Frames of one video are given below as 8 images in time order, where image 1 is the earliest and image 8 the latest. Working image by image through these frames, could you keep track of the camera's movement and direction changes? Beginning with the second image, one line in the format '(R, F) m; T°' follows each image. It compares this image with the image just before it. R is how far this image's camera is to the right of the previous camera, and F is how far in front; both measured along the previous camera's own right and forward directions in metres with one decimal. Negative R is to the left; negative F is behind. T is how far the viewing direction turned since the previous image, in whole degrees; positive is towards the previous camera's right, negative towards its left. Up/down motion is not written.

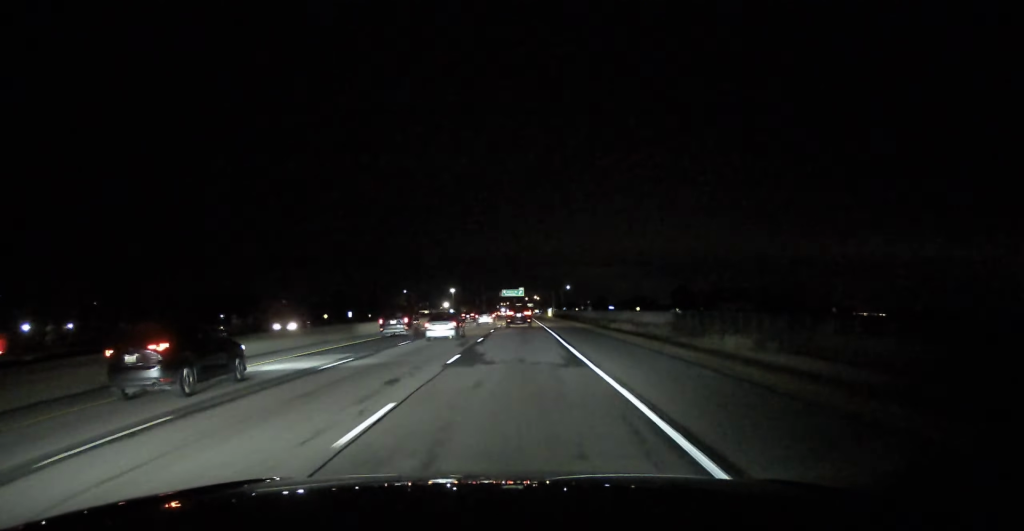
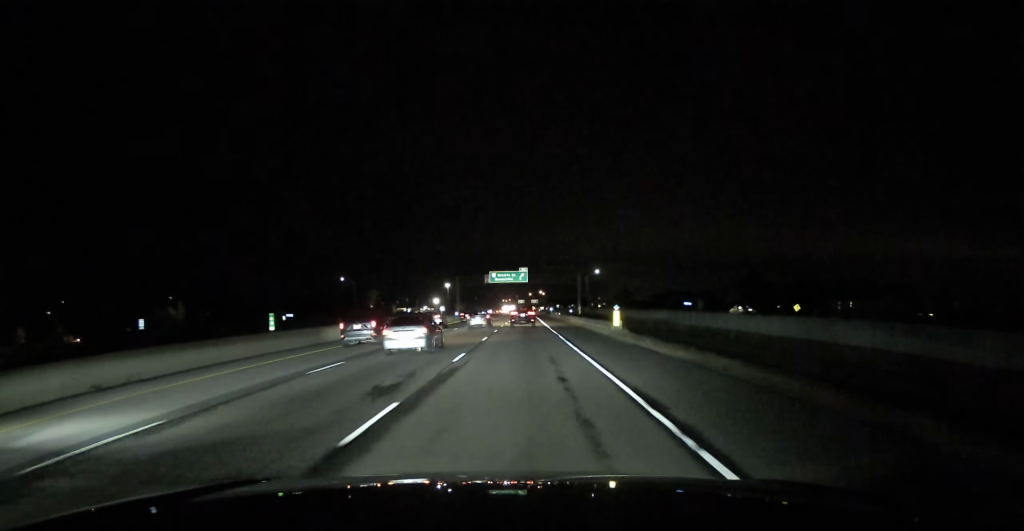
(+0.2, +96.9) m; 0°
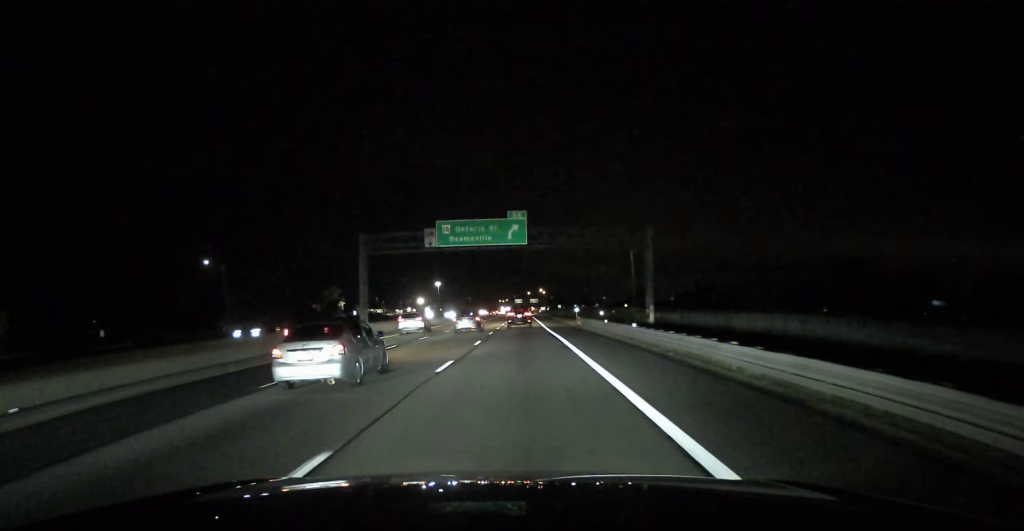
(+0.2, +75.4) m; 0°
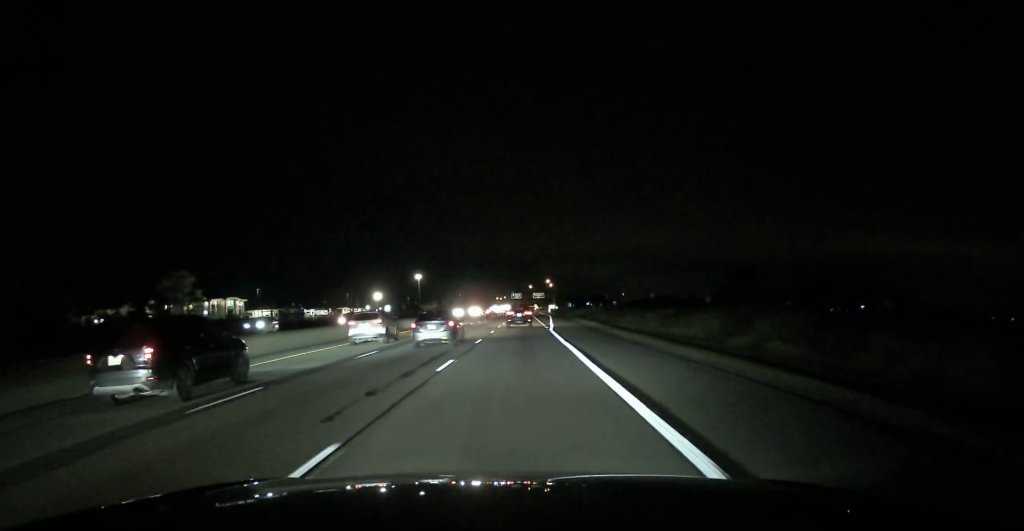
(0.0, +142.5) m; 0°
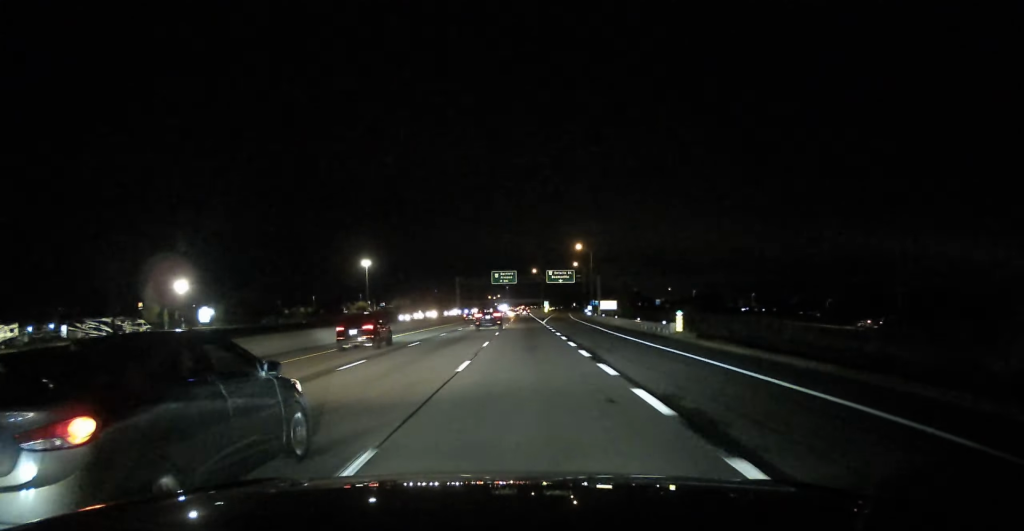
(0.0, +203.7) m; 0°
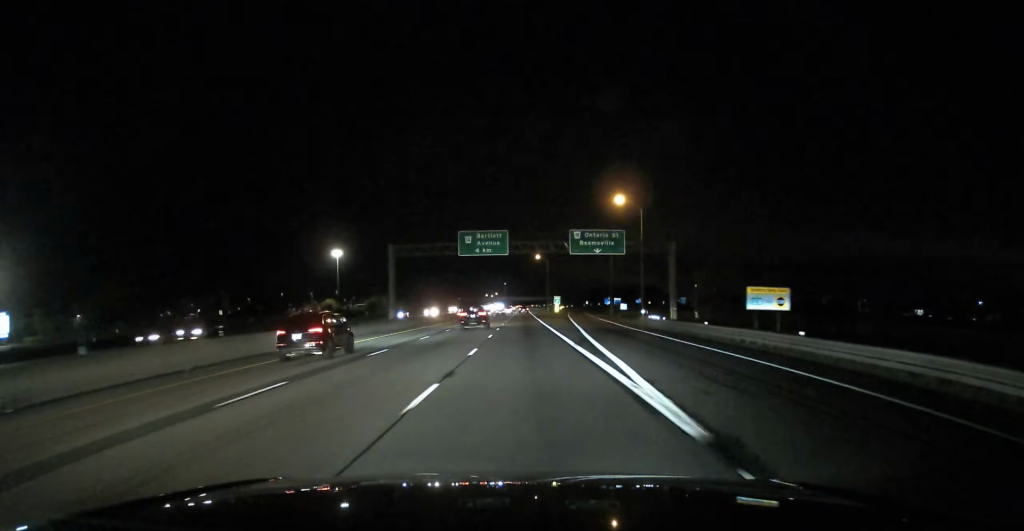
(+0.3, +66.8) m; 0°
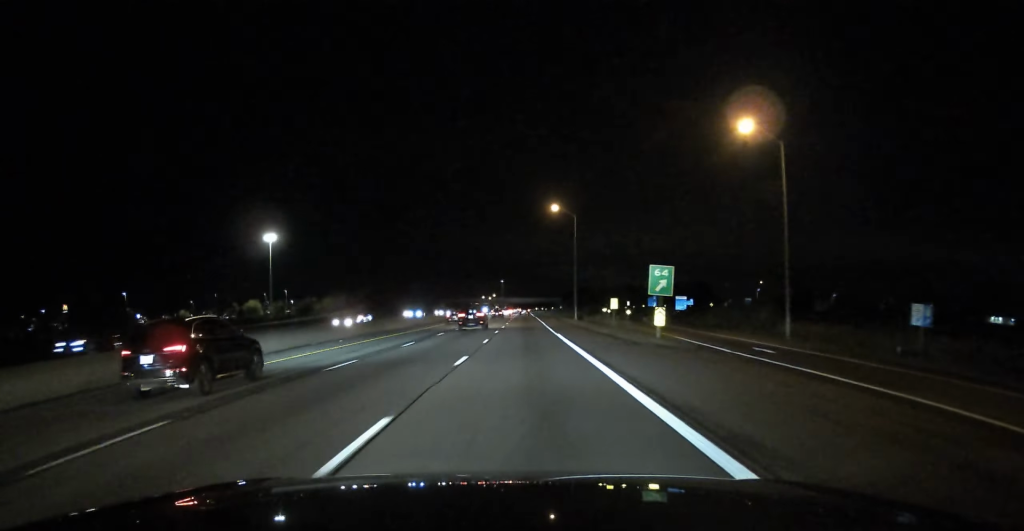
(-0.5, +100.0) m; 0°
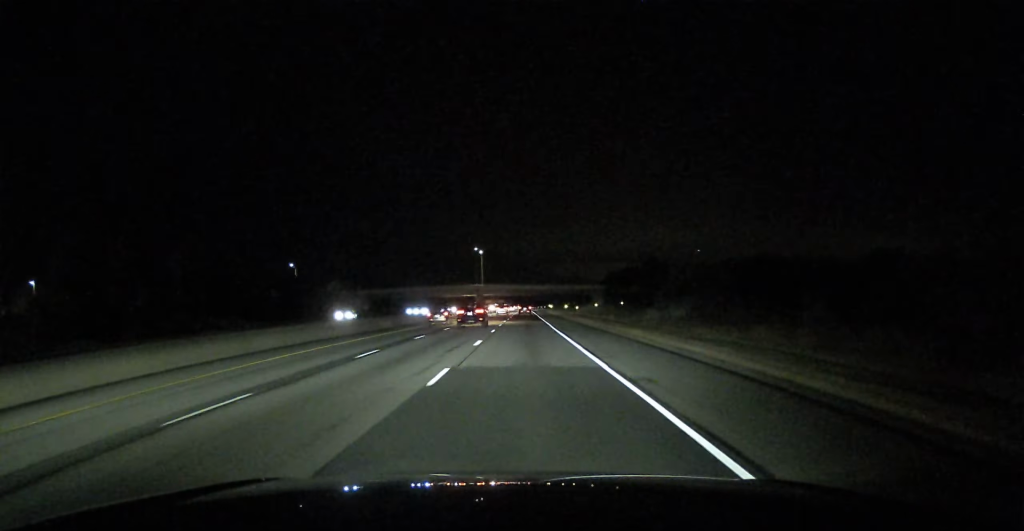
(-0.1, +196.7) m; 0°
